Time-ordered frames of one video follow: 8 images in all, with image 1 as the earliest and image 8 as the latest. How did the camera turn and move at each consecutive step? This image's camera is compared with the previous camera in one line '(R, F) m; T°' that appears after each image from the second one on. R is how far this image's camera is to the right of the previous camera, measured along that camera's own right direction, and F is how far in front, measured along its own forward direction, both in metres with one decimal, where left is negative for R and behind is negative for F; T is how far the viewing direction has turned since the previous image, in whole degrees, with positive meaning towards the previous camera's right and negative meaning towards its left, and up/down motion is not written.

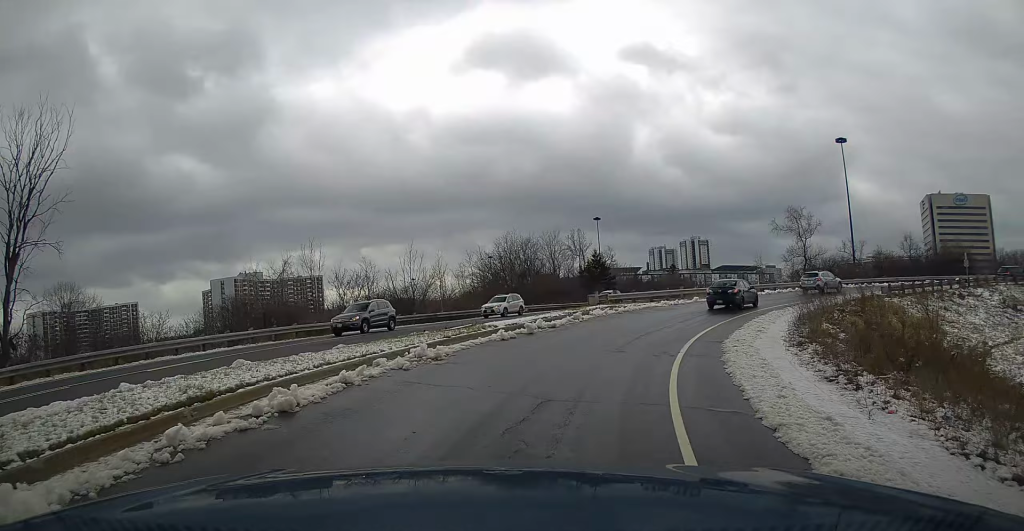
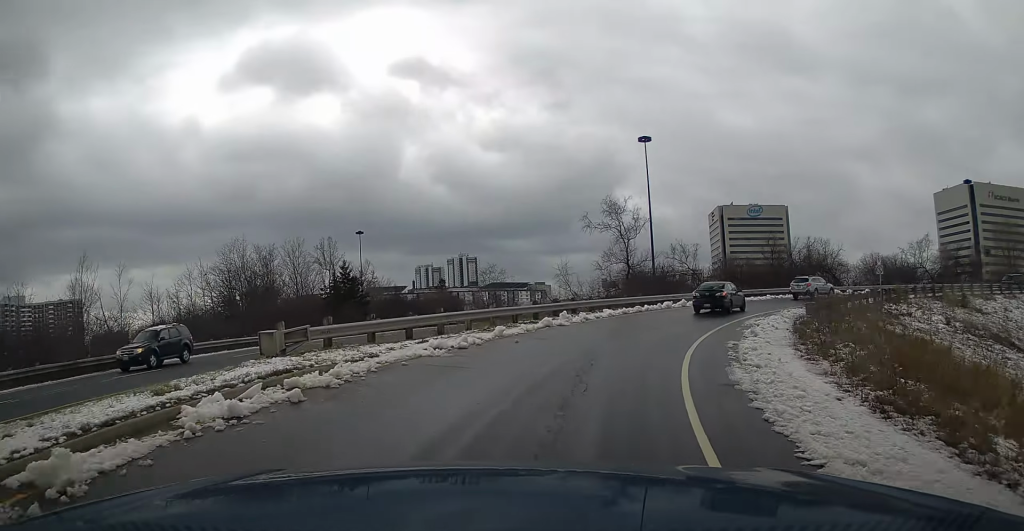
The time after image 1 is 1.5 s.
(+1.5, +19.4) m; +18°
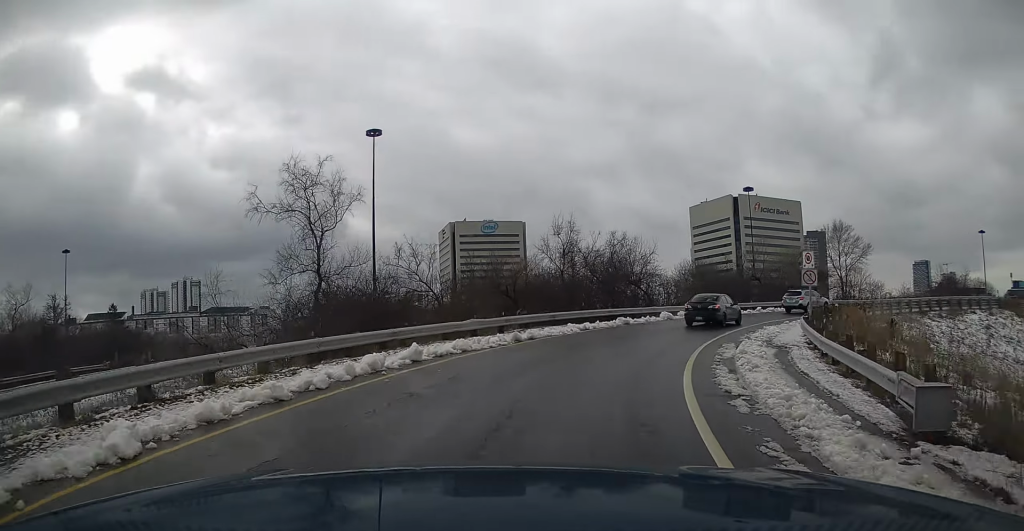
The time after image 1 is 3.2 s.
(+5.8, +21.0) m; +22°
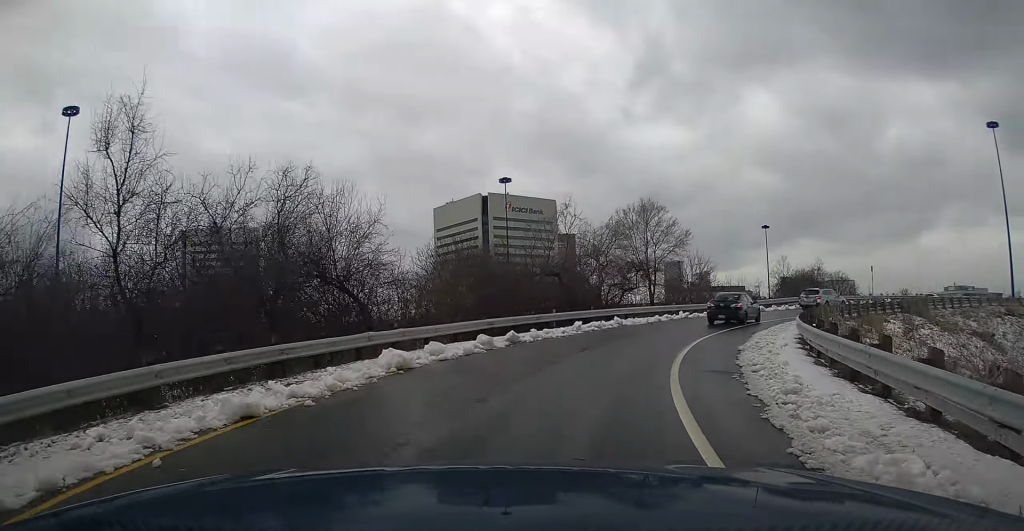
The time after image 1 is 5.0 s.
(+1.9, +22.3) m; +23°
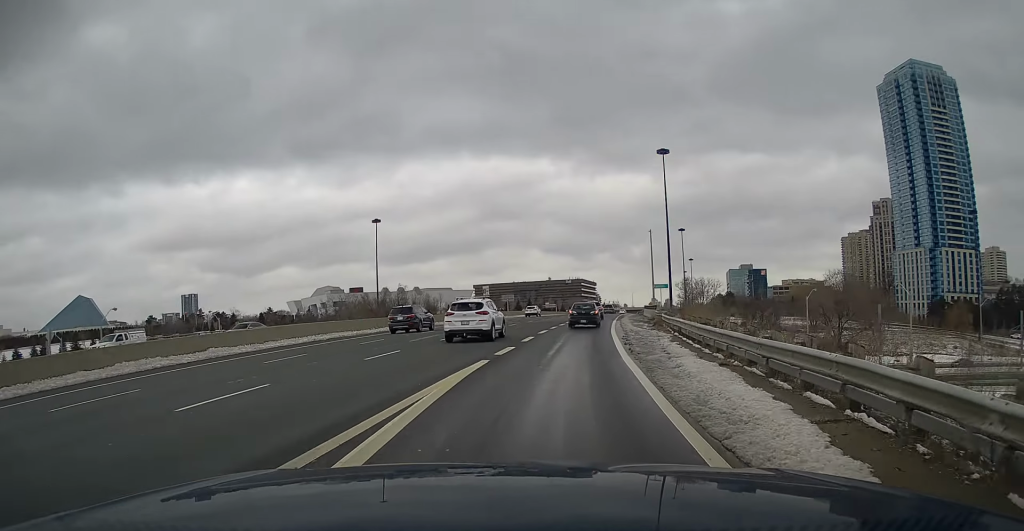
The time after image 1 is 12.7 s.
(+67.5, +56.5) m; +85°
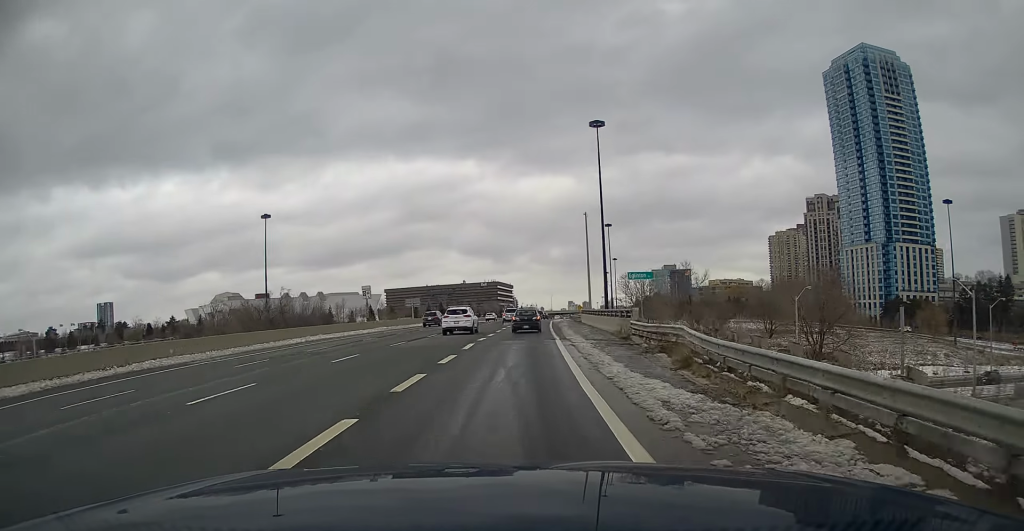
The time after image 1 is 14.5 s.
(+2.9, +25.3) m; +9°
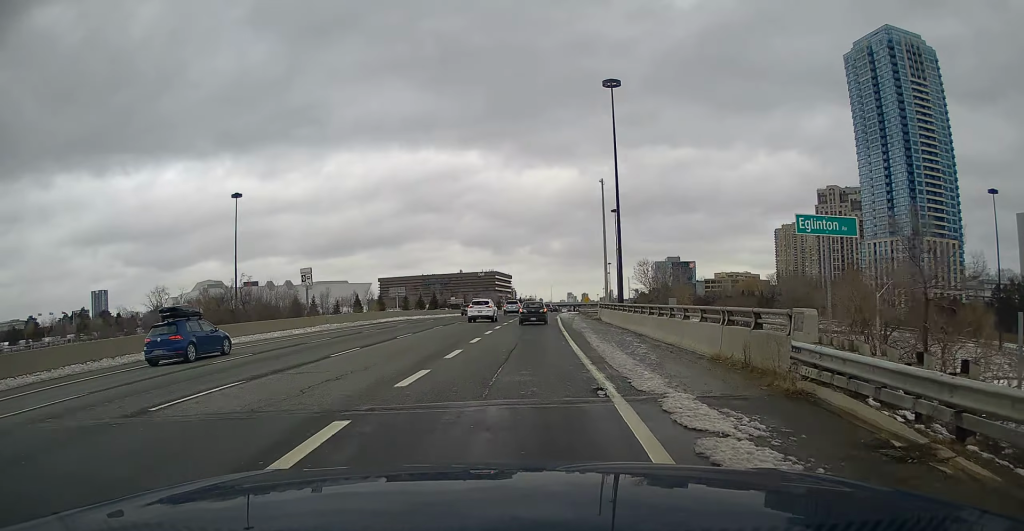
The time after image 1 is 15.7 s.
(+0.6, +18.5) m; +2°
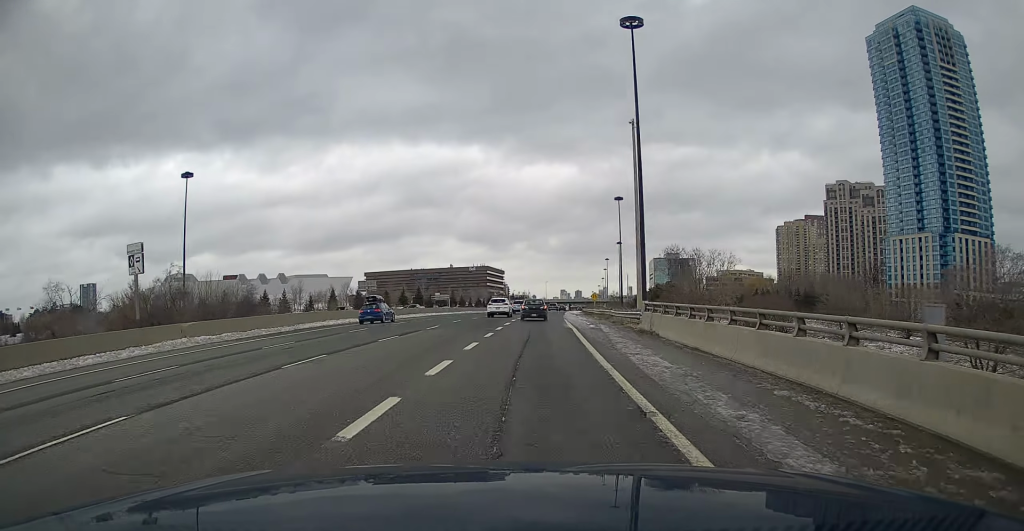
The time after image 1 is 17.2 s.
(+0.4, +22.9) m; +2°
